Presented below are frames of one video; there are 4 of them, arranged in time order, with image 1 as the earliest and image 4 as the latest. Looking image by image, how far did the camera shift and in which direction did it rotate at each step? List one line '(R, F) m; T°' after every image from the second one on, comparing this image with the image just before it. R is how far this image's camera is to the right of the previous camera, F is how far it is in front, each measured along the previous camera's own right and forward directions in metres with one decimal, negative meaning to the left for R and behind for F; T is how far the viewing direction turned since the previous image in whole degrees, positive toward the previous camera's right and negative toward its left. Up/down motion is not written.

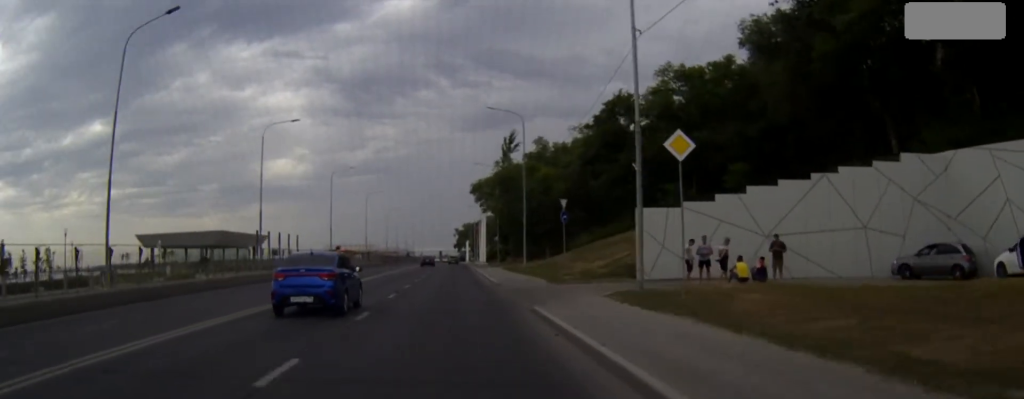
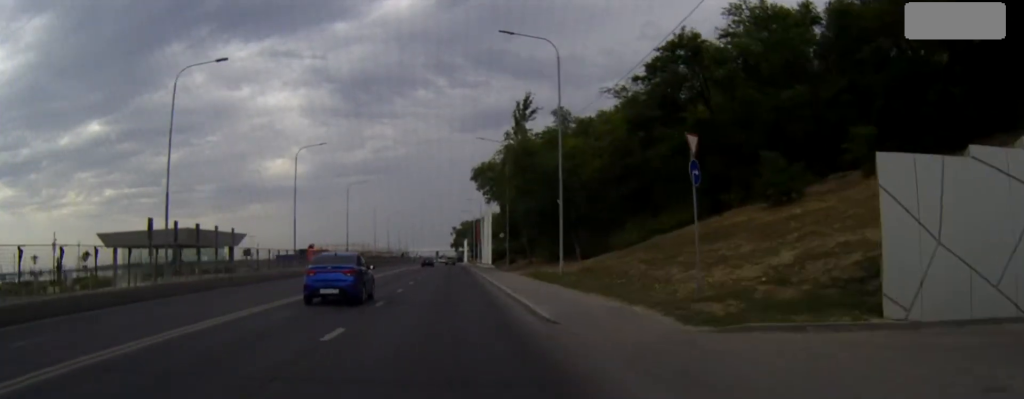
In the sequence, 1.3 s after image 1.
(+0.1, +19.8) m; 0°
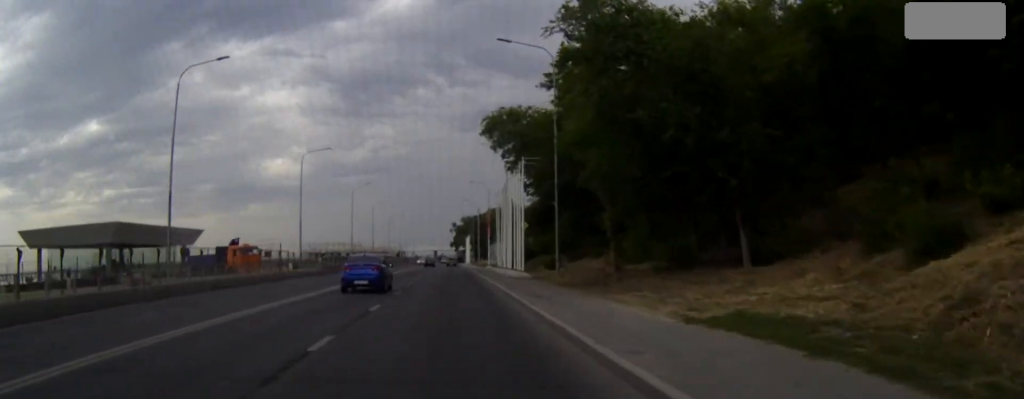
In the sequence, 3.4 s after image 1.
(-0.2, +33.3) m; -1°
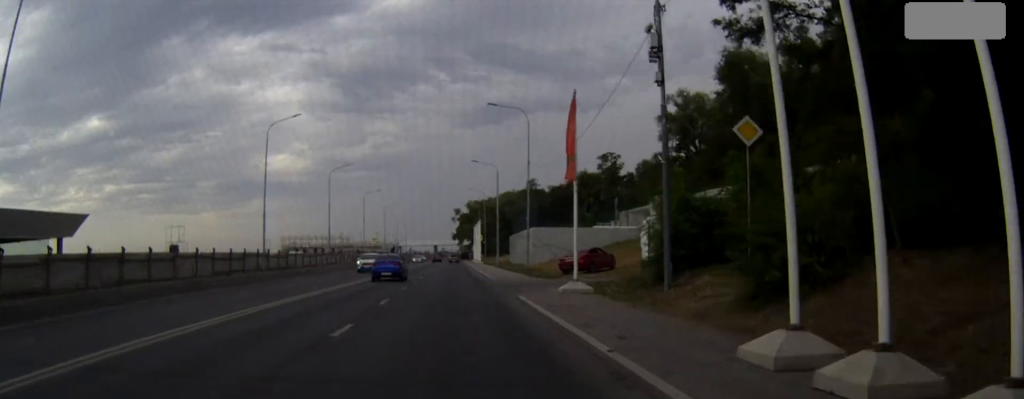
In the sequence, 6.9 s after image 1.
(0.0, +54.2) m; 0°
